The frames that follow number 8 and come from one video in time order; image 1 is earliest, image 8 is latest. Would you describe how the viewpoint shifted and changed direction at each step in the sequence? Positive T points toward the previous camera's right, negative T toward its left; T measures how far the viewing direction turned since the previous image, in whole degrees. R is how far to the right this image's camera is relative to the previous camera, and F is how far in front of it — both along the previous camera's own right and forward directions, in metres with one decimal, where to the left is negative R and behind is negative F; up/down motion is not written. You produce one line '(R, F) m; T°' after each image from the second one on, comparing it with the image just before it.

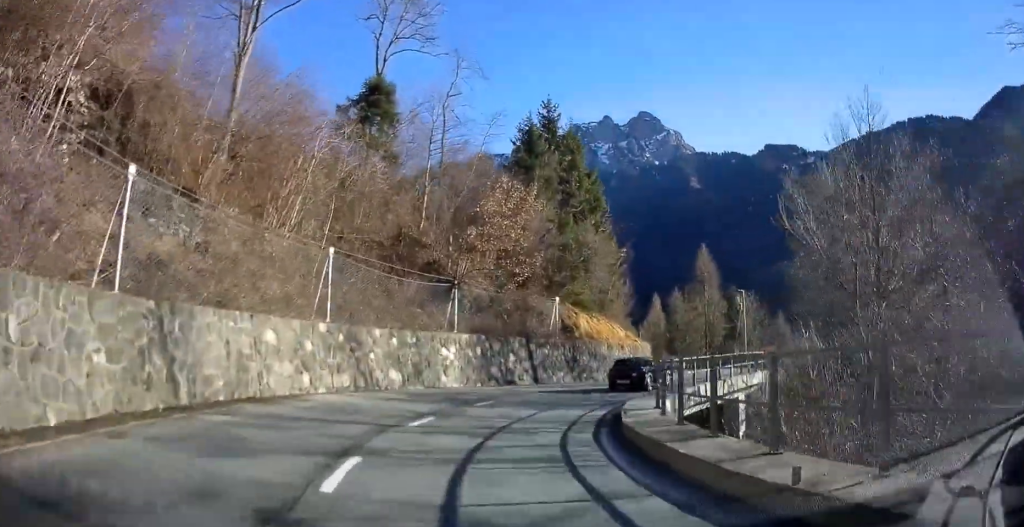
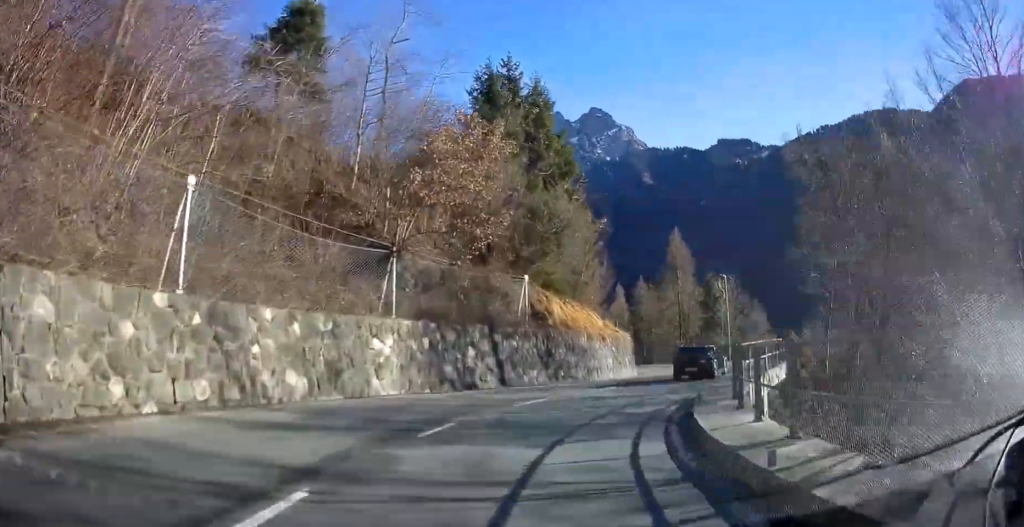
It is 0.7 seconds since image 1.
(0.0, +8.4) m; +5°
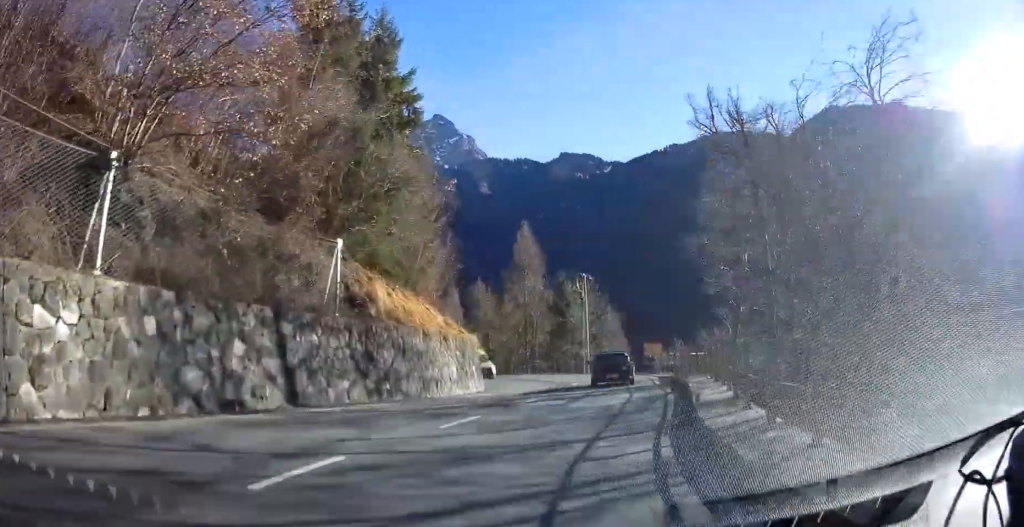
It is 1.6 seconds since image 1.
(+0.7, +9.8) m; +10°
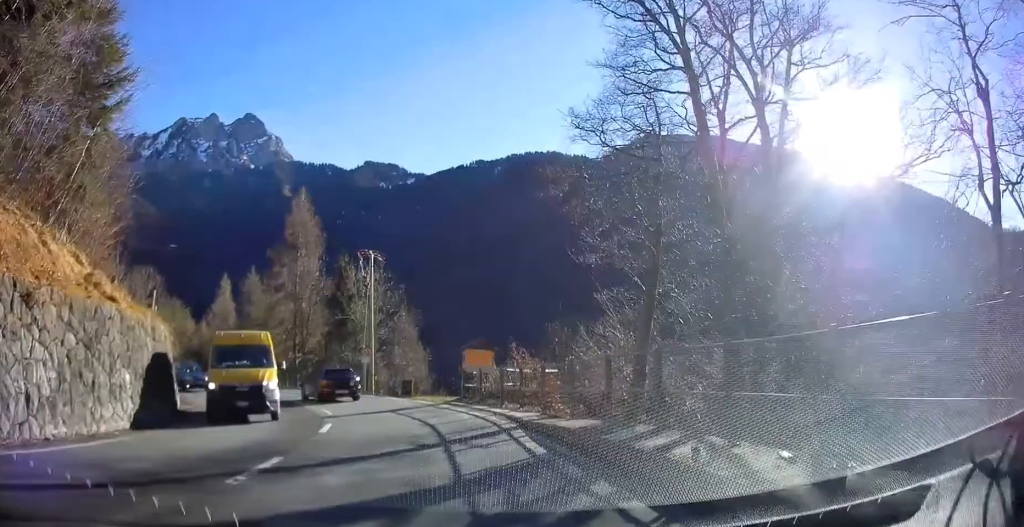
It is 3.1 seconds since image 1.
(+2.7, +16.0) m; +14°
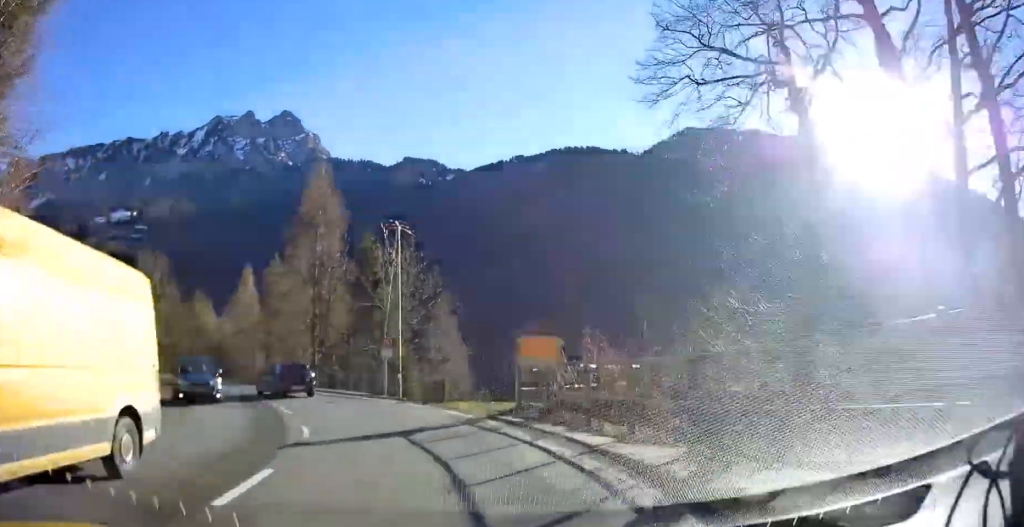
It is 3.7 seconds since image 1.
(0.0, +6.8) m; -1°
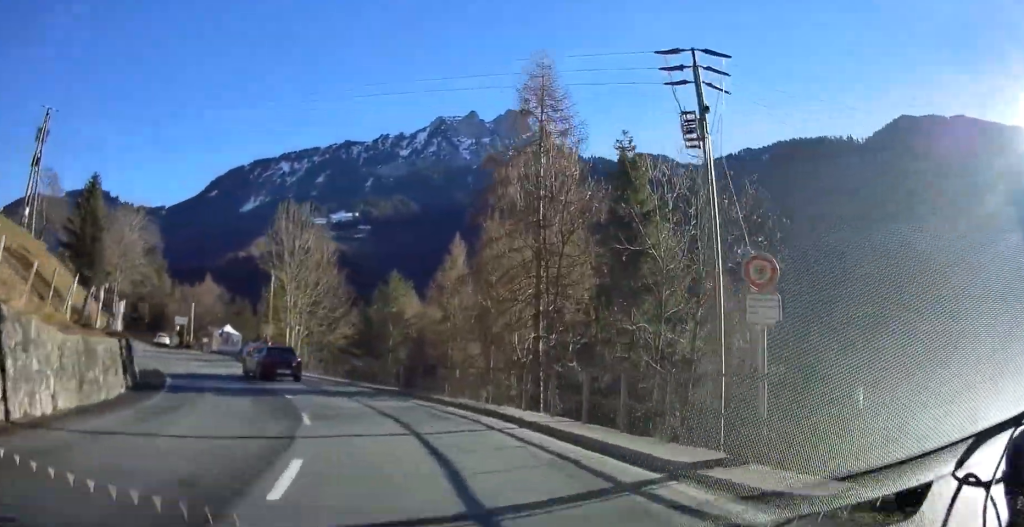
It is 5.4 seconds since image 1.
(-1.4, +18.0) m; -15°
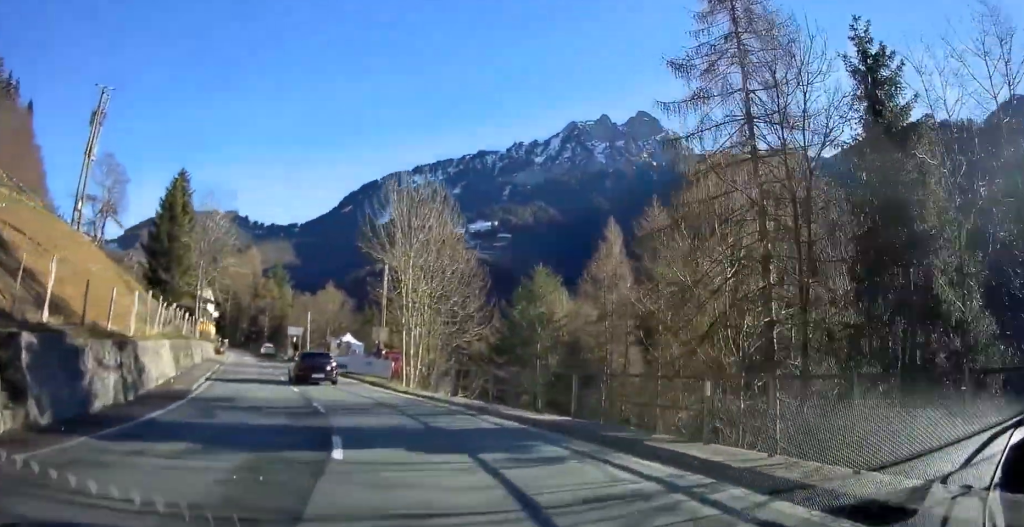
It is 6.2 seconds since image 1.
(-0.9, +9.4) m; -13°
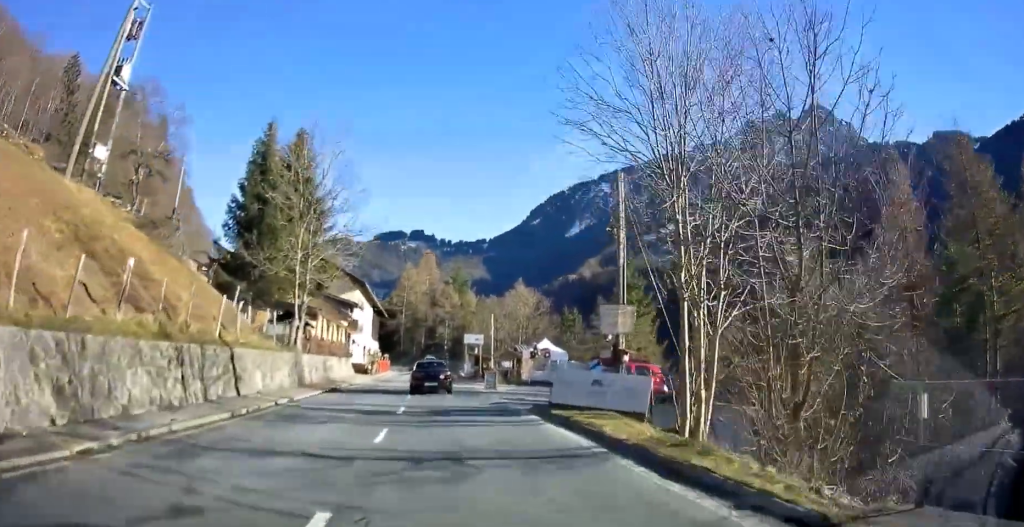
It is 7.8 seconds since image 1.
(-3.6, +17.5) m; -22°
